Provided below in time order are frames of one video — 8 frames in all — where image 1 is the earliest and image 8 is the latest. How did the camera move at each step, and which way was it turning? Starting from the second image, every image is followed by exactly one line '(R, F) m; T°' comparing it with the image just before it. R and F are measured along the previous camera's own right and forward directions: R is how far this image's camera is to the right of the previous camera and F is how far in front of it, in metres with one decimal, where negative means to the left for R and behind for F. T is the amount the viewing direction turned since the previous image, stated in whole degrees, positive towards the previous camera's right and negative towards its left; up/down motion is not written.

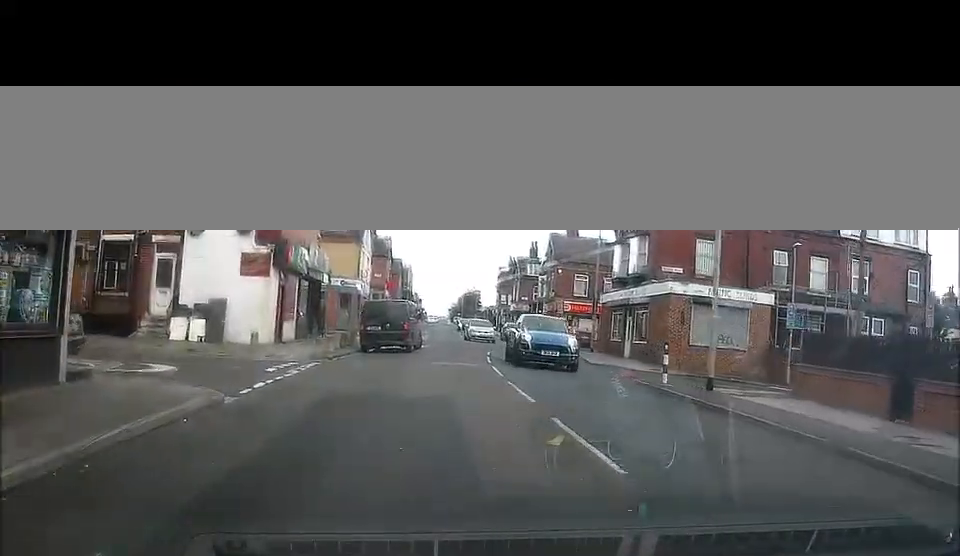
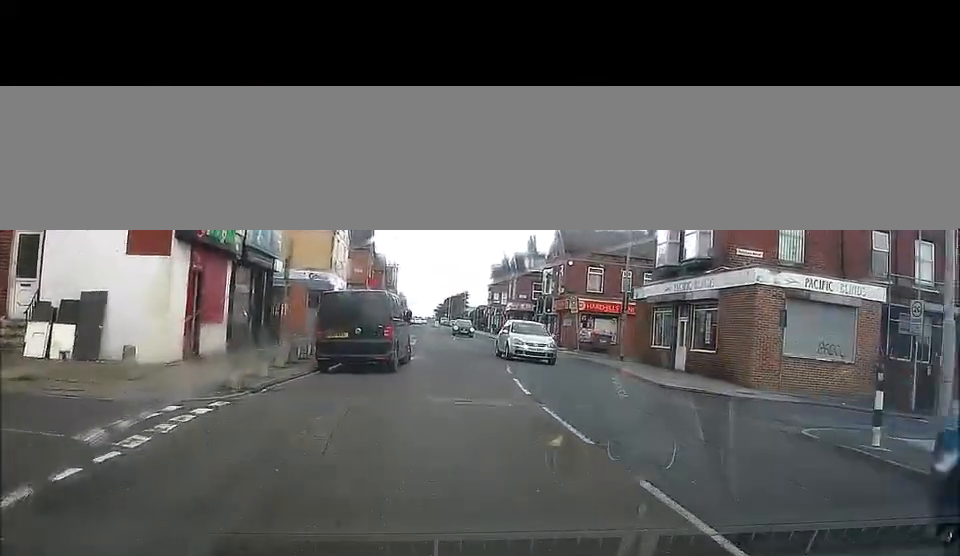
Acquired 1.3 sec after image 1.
(0.0, +10.6) m; 0°
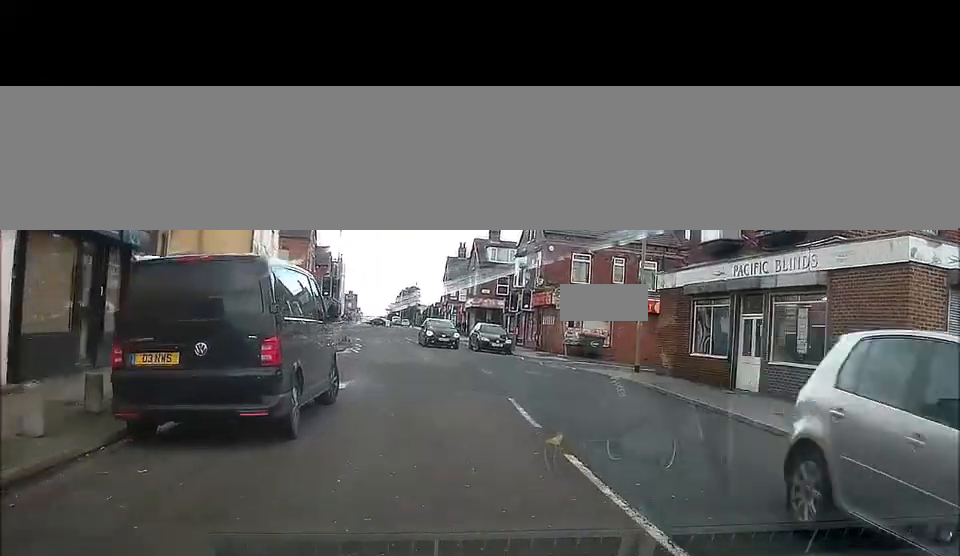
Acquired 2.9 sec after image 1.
(0.0, +10.5) m; +2°
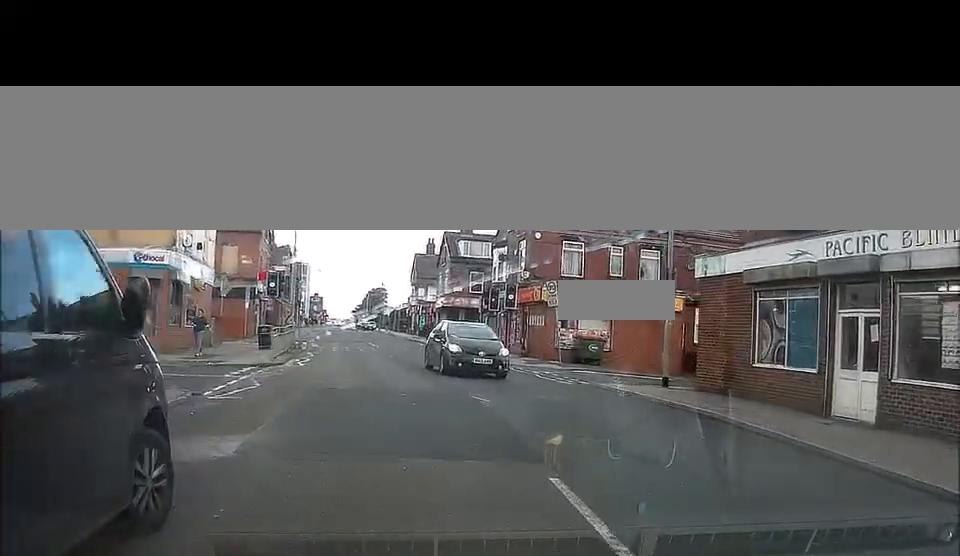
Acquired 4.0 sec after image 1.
(+0.3, +4.2) m; +6°
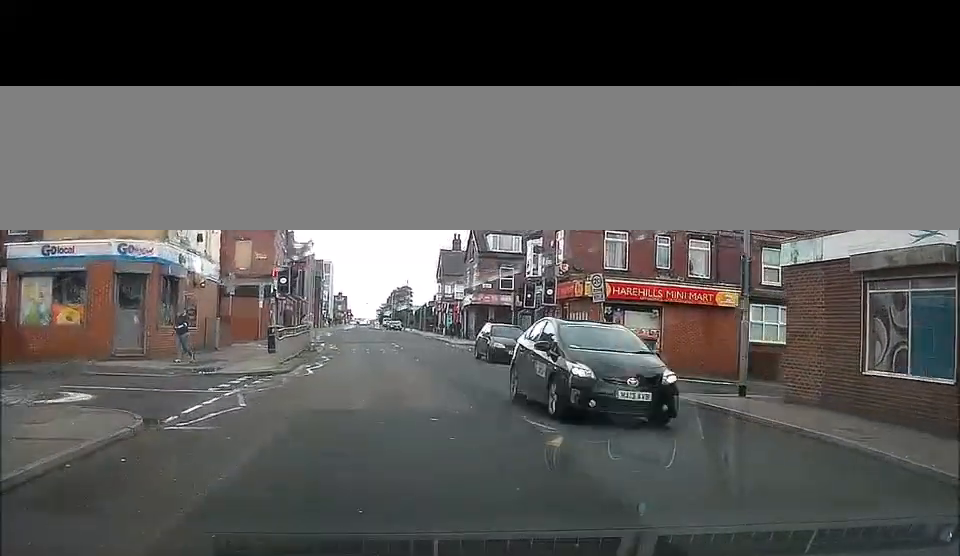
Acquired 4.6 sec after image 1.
(+0.1, +3.1) m; +1°
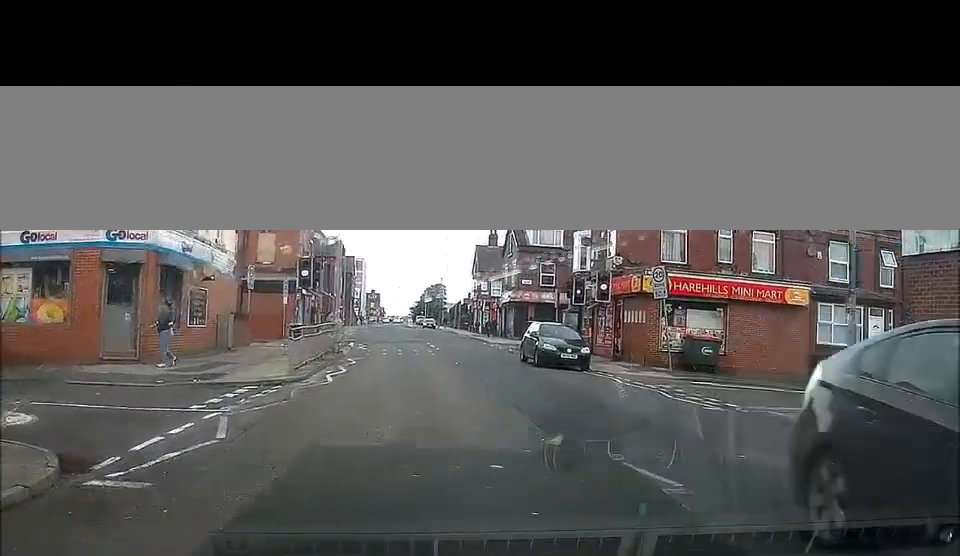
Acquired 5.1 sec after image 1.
(0.0, +3.4) m; 0°
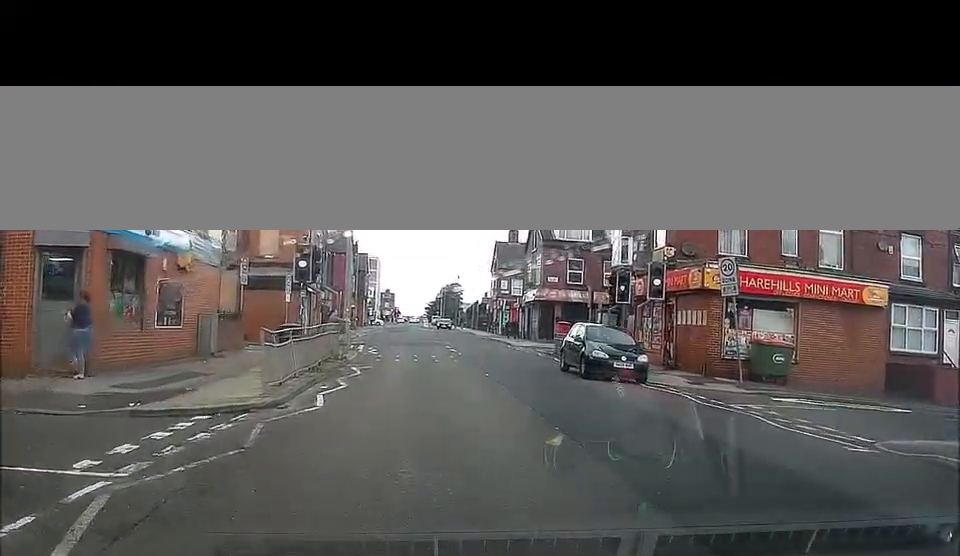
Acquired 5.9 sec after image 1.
(0.0, +5.3) m; 0°
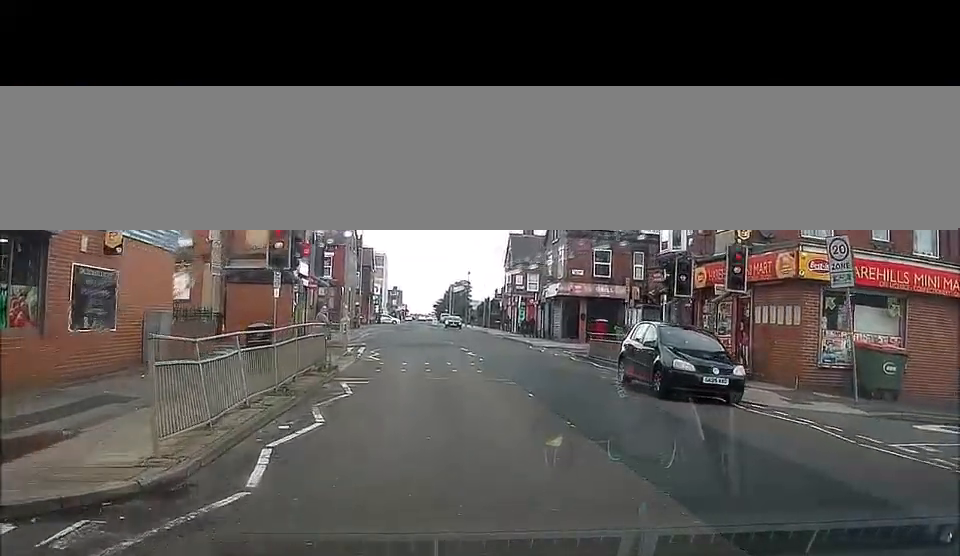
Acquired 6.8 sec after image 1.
(+0.1, +6.1) m; +2°
